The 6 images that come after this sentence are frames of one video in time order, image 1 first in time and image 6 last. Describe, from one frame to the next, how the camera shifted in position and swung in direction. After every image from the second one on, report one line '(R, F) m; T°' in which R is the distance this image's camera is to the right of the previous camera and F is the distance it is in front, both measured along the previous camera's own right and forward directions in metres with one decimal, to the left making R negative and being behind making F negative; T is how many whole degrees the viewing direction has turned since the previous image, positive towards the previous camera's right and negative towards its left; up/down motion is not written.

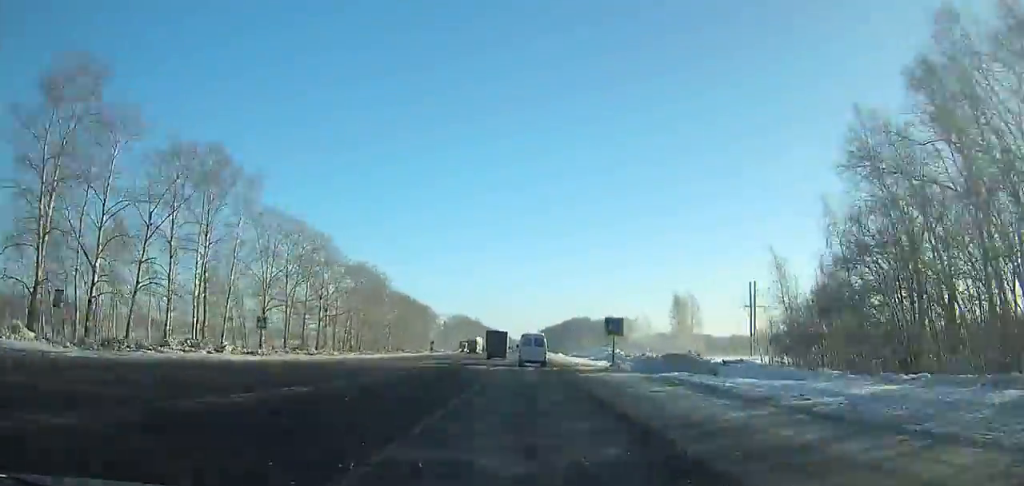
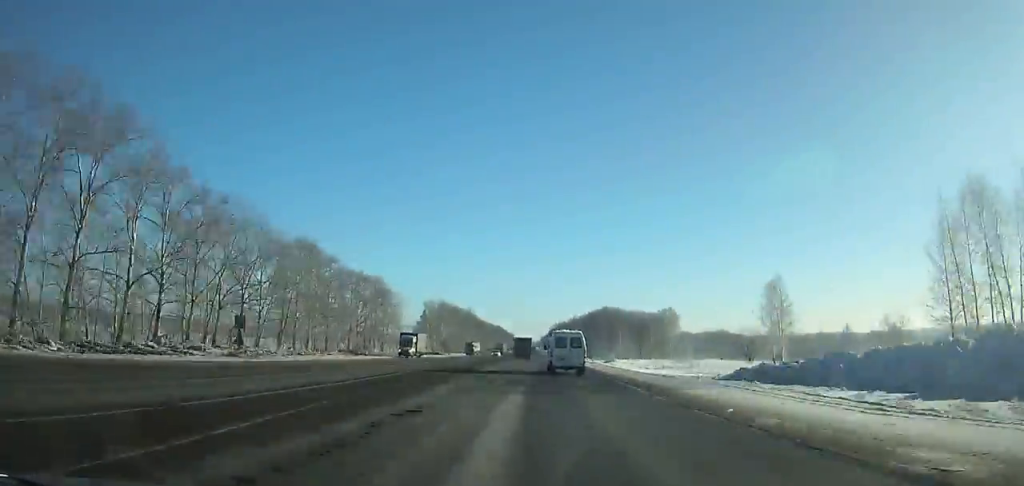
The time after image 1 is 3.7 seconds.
(0.0, +95.2) m; 0°
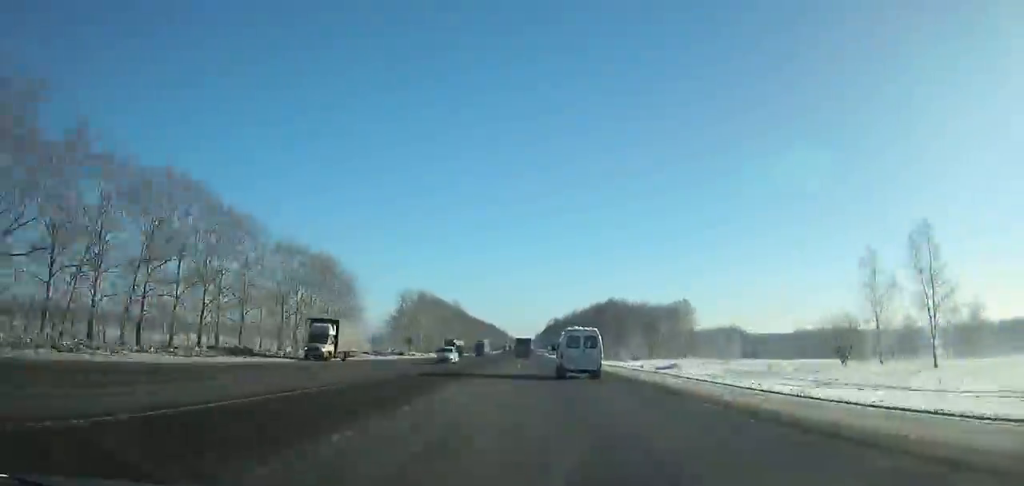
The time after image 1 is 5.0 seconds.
(+0.1, +34.3) m; 0°
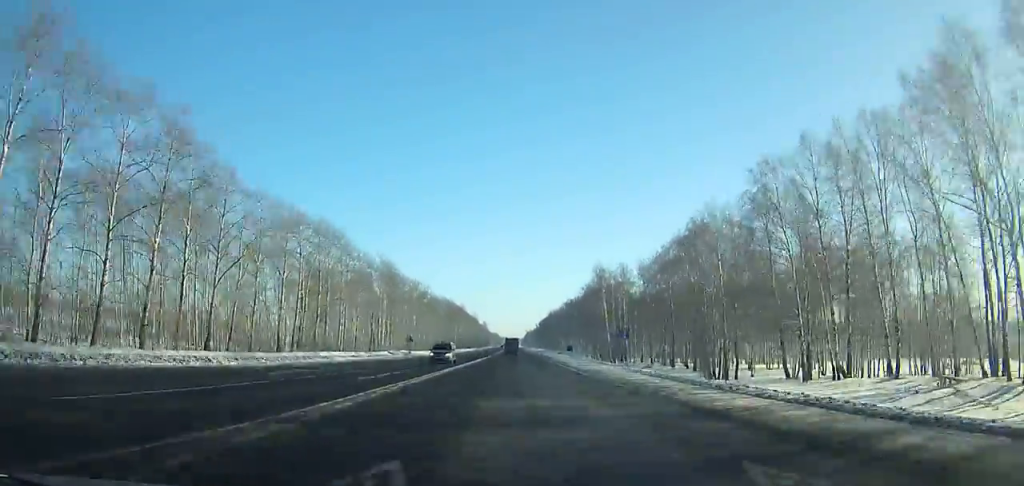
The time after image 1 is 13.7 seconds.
(+2.0, +235.1) m; +2°
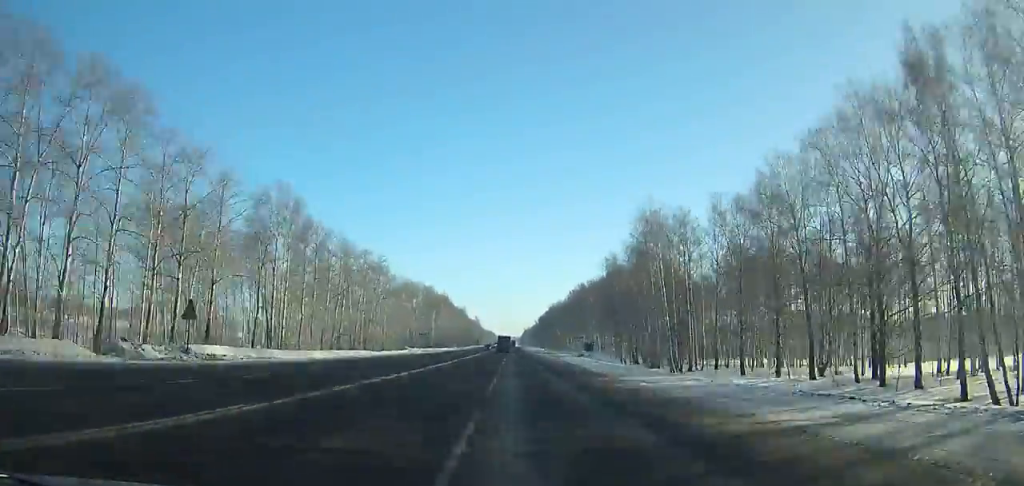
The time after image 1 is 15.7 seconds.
(-0.5, +54.0) m; +3°
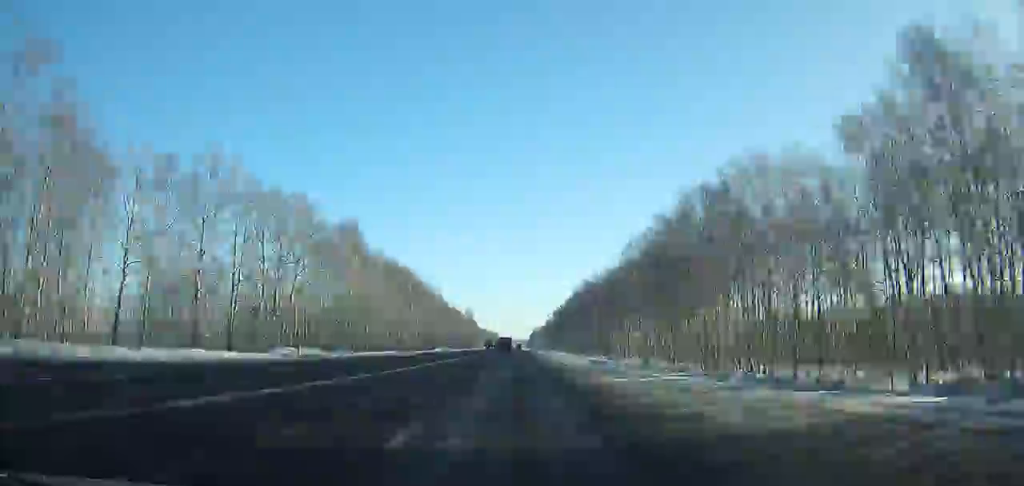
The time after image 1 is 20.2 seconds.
(-1.0, +118.3) m; -5°
